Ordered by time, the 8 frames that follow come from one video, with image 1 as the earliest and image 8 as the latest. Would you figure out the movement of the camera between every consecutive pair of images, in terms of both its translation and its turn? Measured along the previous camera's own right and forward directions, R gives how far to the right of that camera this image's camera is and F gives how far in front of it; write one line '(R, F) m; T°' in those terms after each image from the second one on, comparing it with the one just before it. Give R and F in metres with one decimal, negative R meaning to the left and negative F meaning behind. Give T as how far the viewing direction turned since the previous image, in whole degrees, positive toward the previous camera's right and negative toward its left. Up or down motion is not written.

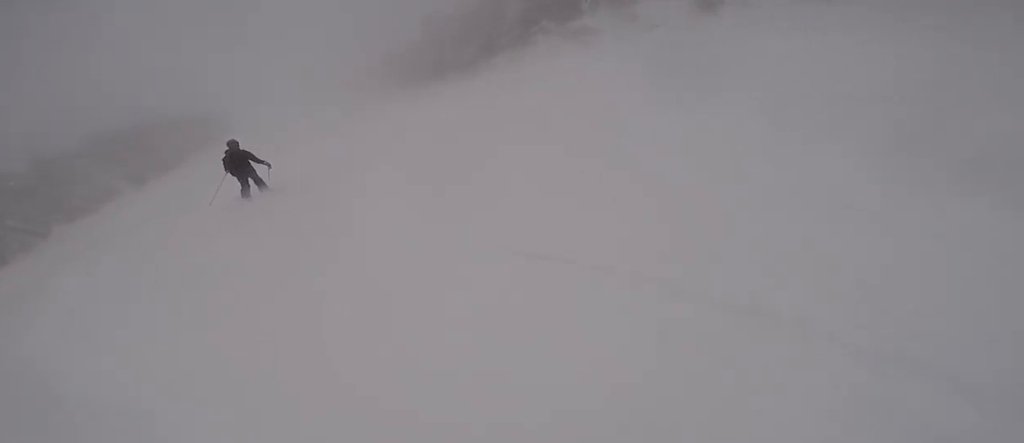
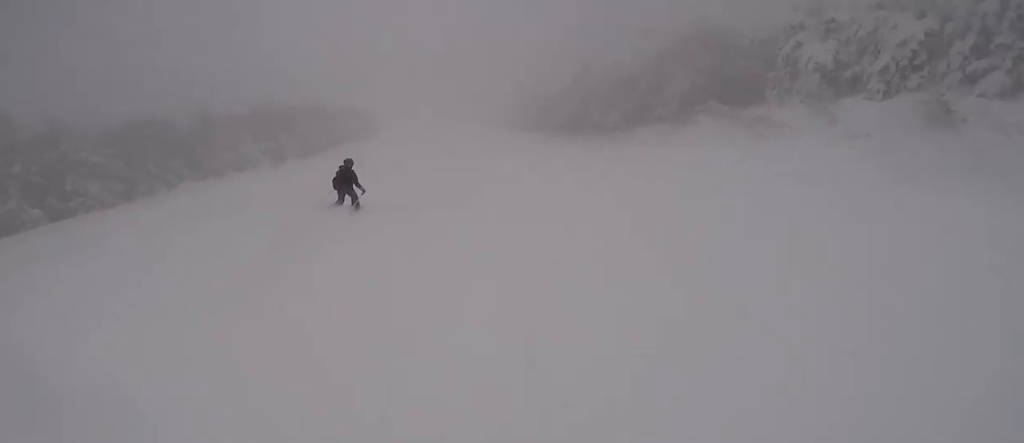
(-0.7, +3.5) m; 0°
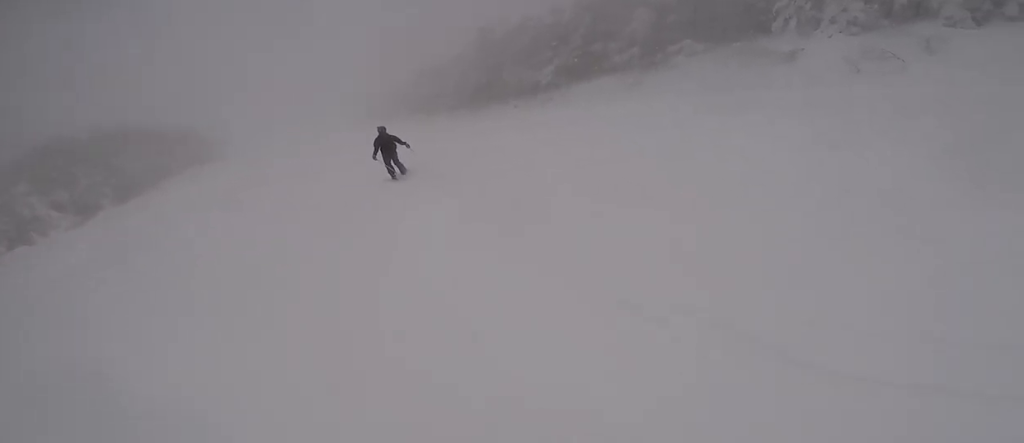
(+0.6, +13.9) m; +4°
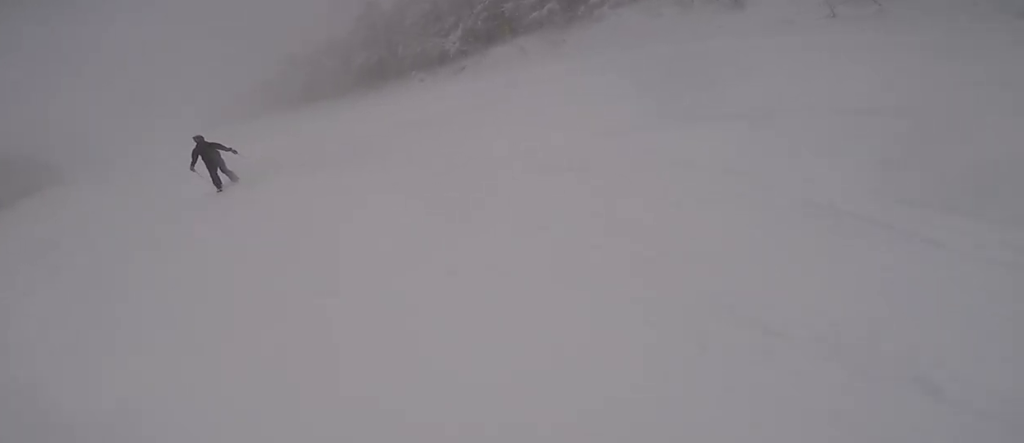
(+0.7, +5.2) m; +5°
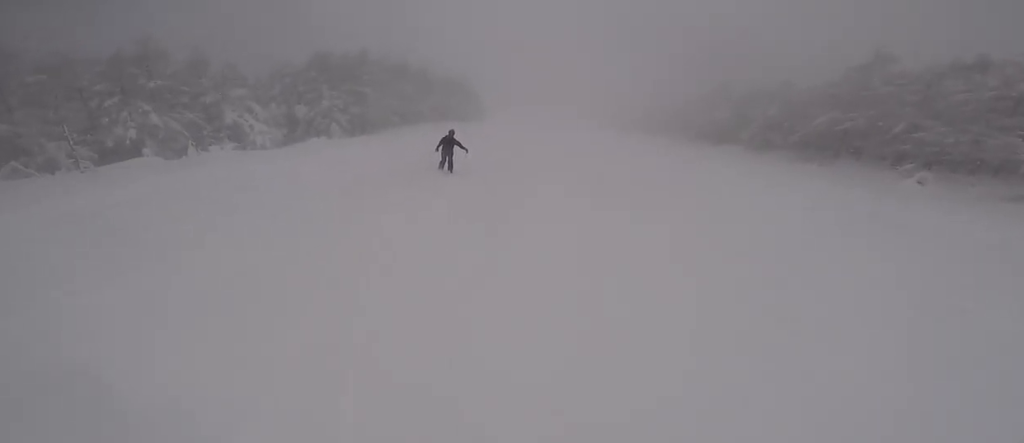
(-1.2, +14.7) m; -9°
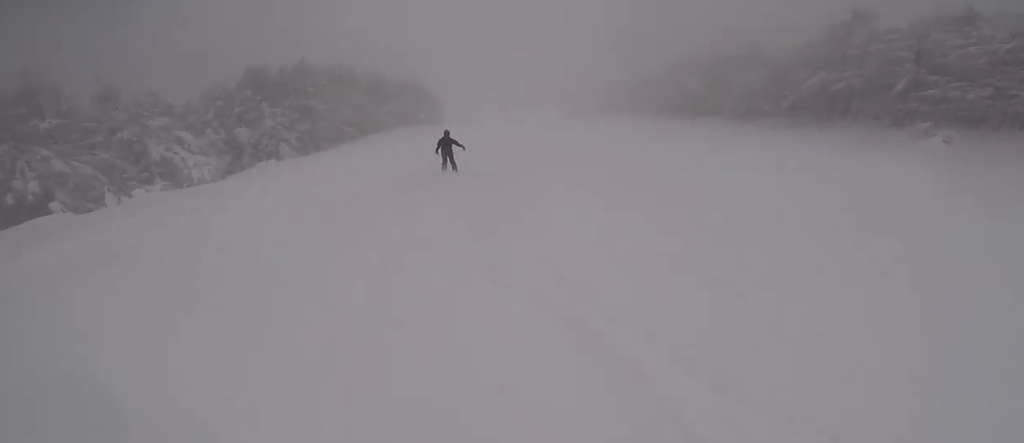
(-0.2, +4.3) m; 0°
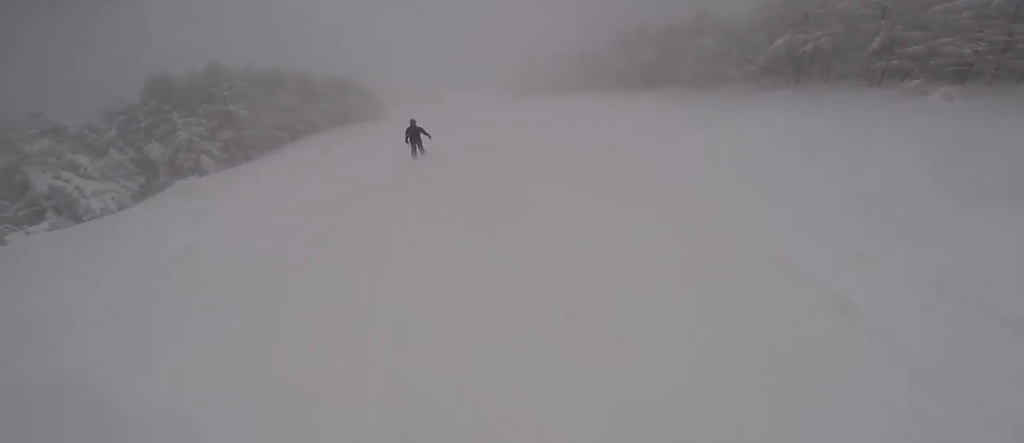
(+0.8, +4.4) m; 0°
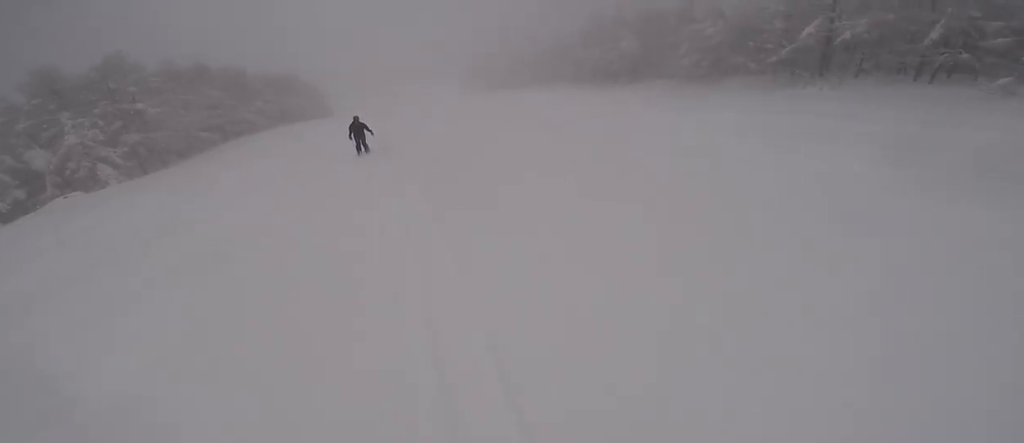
(-0.6, +7.7) m; -1°
